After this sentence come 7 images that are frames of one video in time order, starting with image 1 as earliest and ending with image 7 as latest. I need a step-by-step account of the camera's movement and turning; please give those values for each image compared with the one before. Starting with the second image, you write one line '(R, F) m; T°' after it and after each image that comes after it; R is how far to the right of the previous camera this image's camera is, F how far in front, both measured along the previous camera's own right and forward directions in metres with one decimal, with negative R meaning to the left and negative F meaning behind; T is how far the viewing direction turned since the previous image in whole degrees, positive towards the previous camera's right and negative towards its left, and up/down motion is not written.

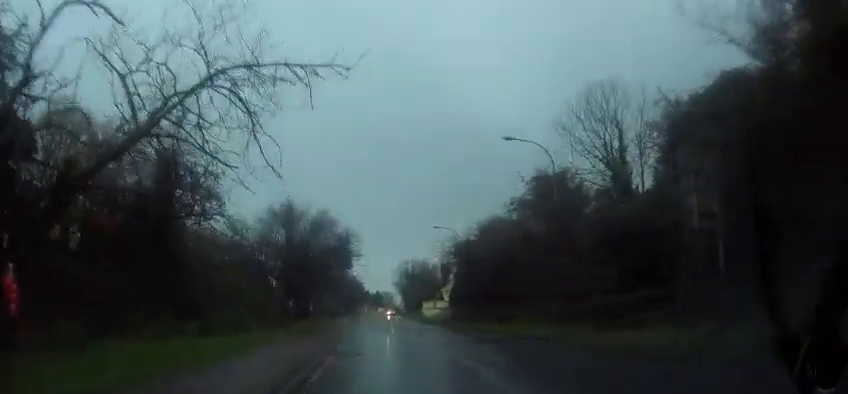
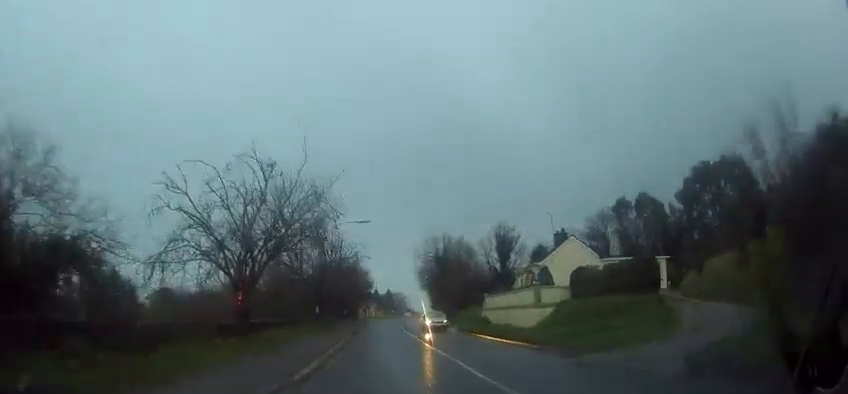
(-1.0, +50.9) m; -1°
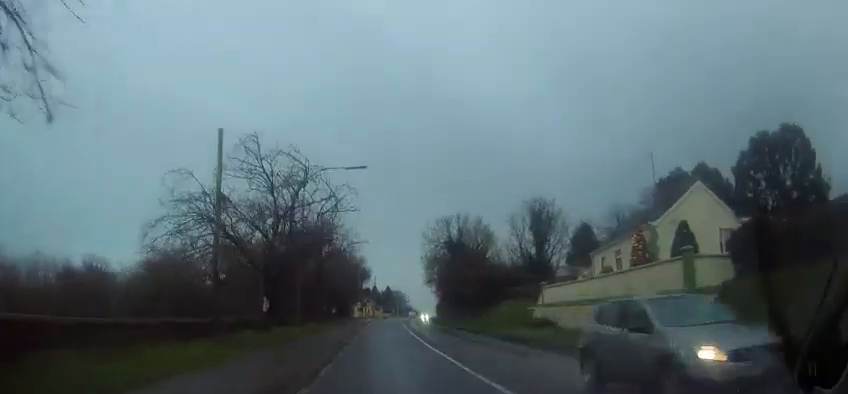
(-0.3, +18.4) m; -1°
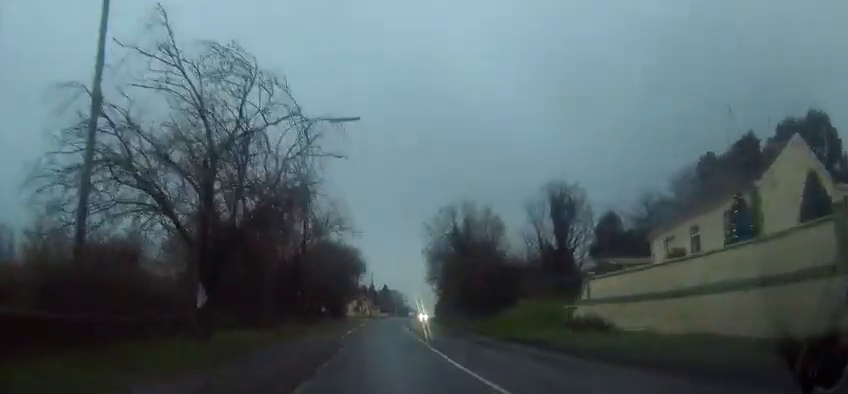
(0.0, +7.9) m; +1°
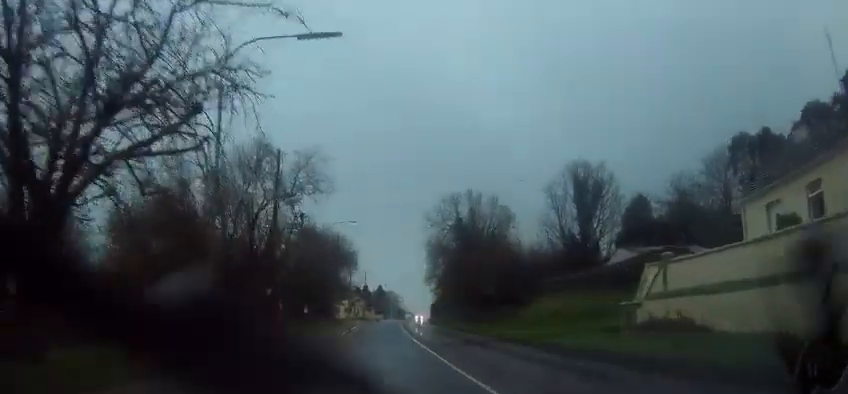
(+0.1, +7.8) m; +1°
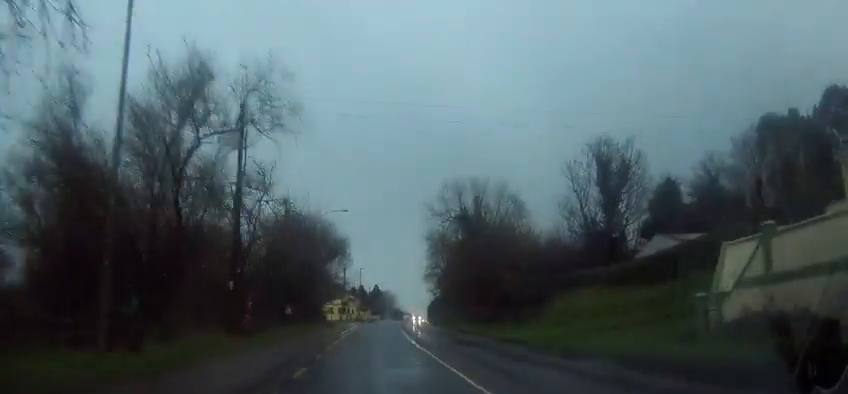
(+0.1, +5.9) m; +1°
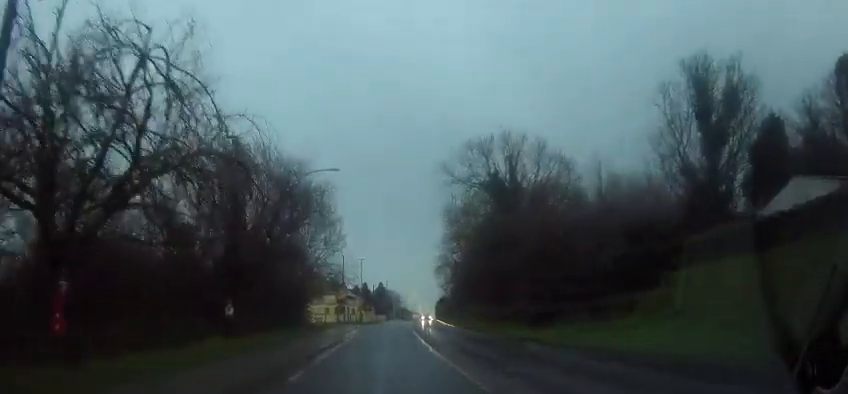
(+0.2, +13.6) m; +1°
